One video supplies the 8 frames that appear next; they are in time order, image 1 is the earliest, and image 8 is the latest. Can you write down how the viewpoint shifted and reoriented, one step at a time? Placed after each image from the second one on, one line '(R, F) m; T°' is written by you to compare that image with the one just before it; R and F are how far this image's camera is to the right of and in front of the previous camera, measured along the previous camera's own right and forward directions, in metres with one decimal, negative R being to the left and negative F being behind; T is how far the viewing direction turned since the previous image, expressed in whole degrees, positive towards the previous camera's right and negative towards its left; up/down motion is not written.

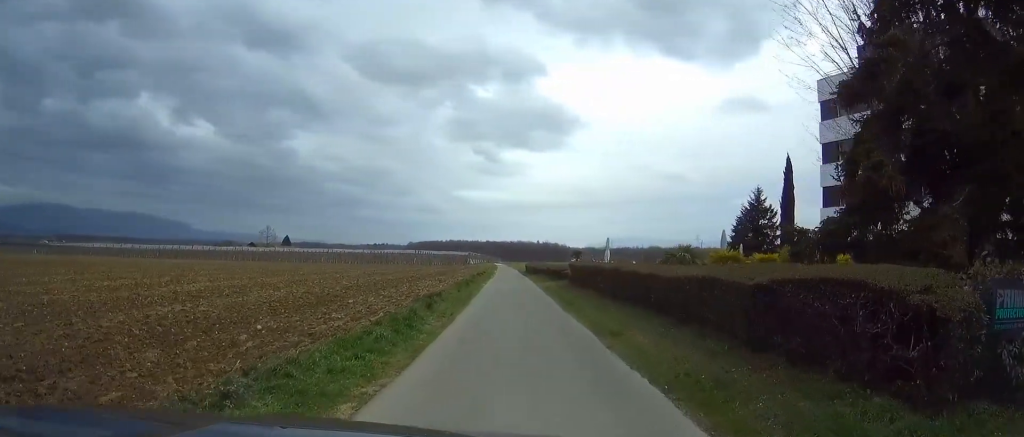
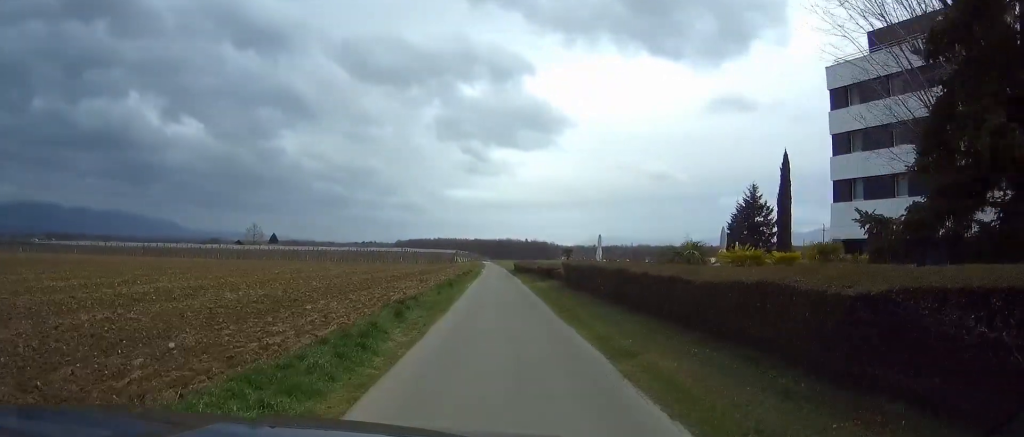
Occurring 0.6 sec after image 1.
(+0.1, +2.8) m; +1°
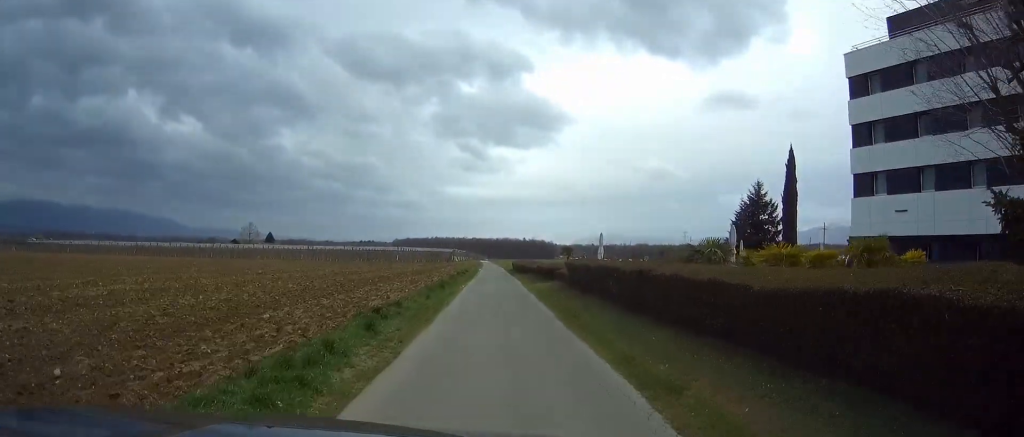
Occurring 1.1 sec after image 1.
(+0.1, +2.6) m; +1°
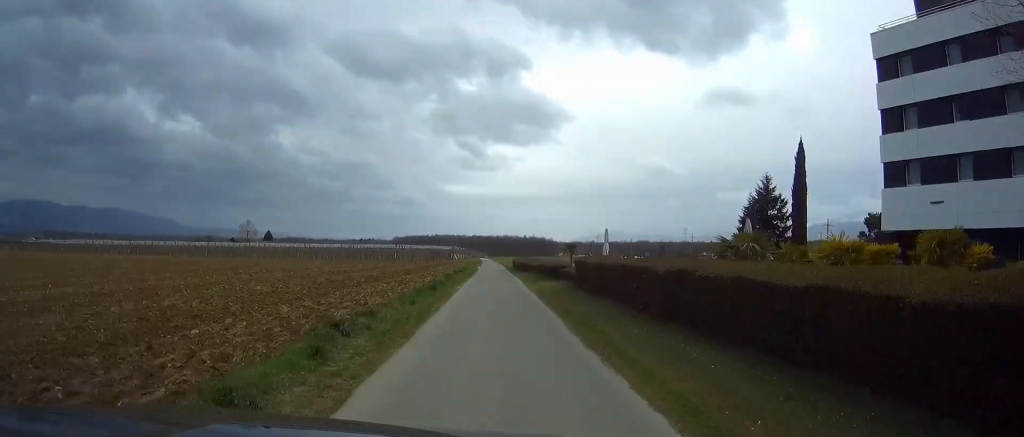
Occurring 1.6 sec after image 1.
(0.0, +3.3) m; 0°
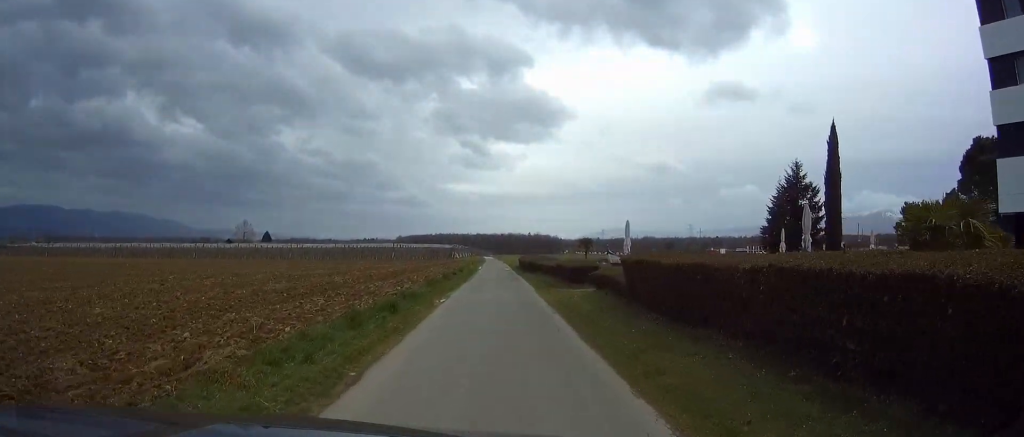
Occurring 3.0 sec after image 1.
(-0.1, +9.4) m; -1°
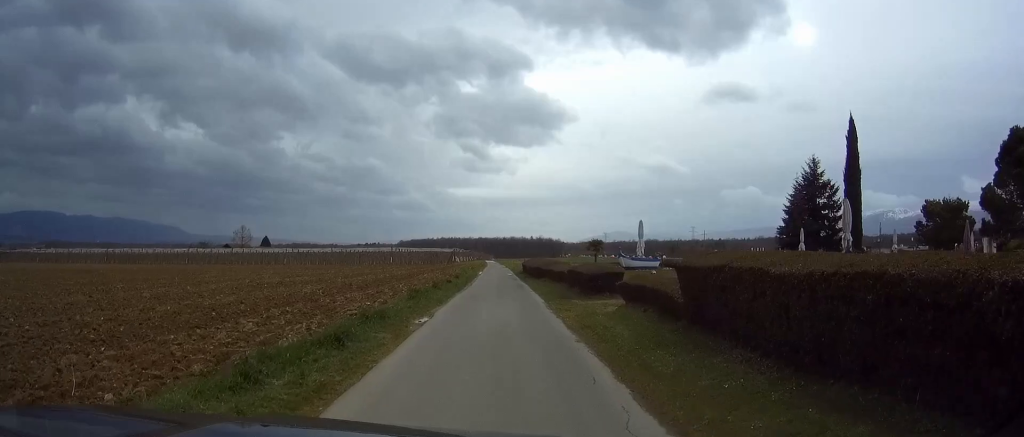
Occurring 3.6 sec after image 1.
(0.0, +5.0) m; 0°
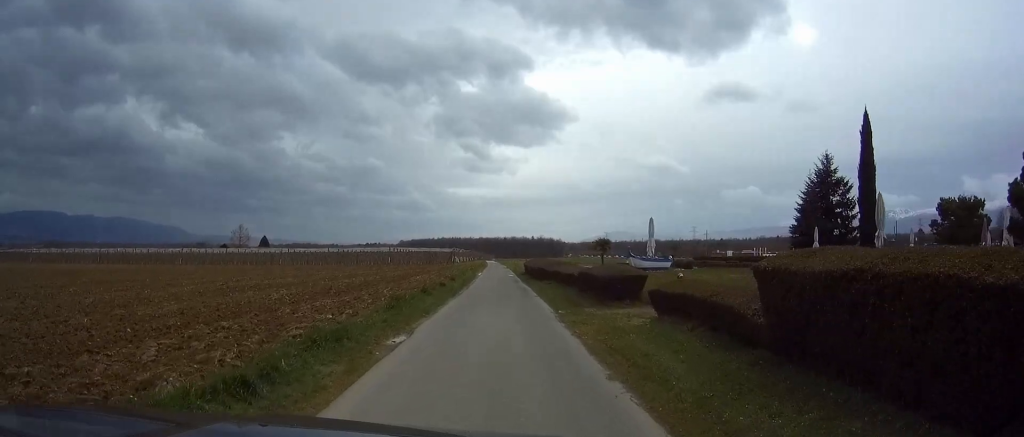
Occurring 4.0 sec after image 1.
(0.0, +3.6) m; 0°
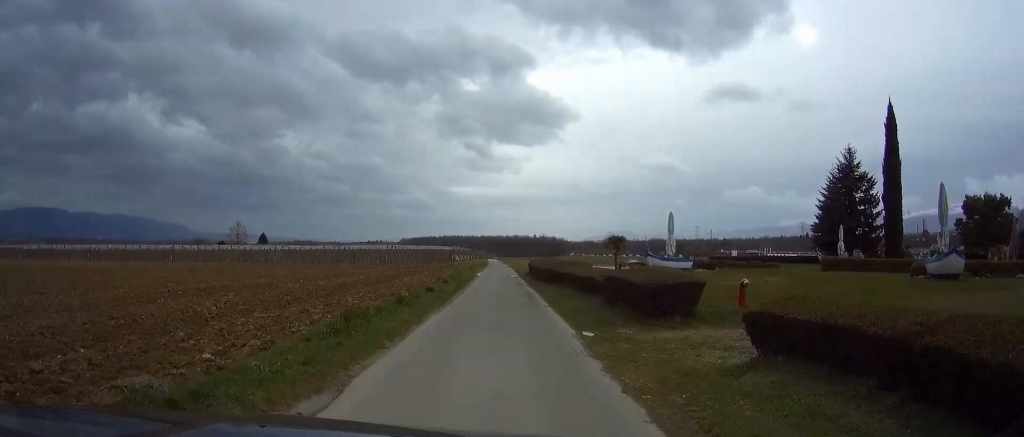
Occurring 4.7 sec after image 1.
(0.0, +5.6) m; -1°
